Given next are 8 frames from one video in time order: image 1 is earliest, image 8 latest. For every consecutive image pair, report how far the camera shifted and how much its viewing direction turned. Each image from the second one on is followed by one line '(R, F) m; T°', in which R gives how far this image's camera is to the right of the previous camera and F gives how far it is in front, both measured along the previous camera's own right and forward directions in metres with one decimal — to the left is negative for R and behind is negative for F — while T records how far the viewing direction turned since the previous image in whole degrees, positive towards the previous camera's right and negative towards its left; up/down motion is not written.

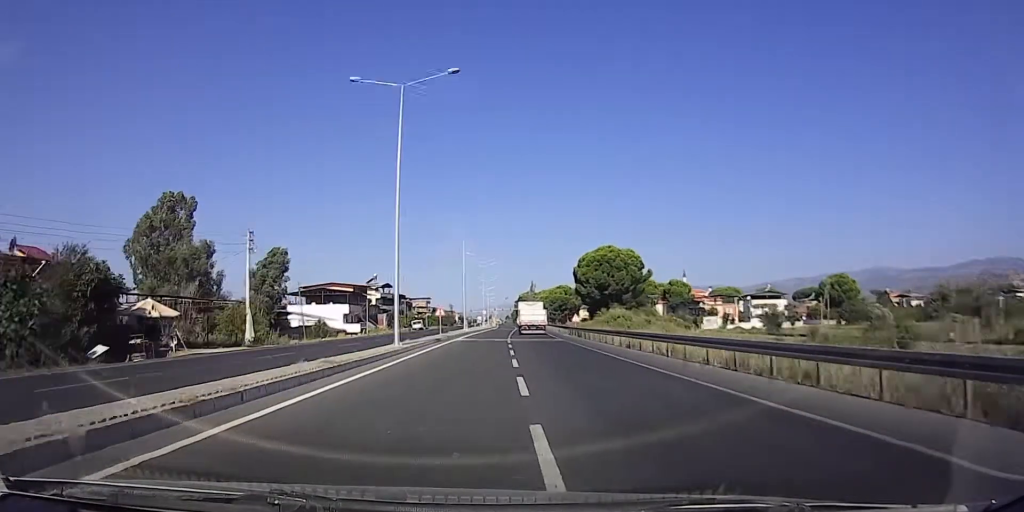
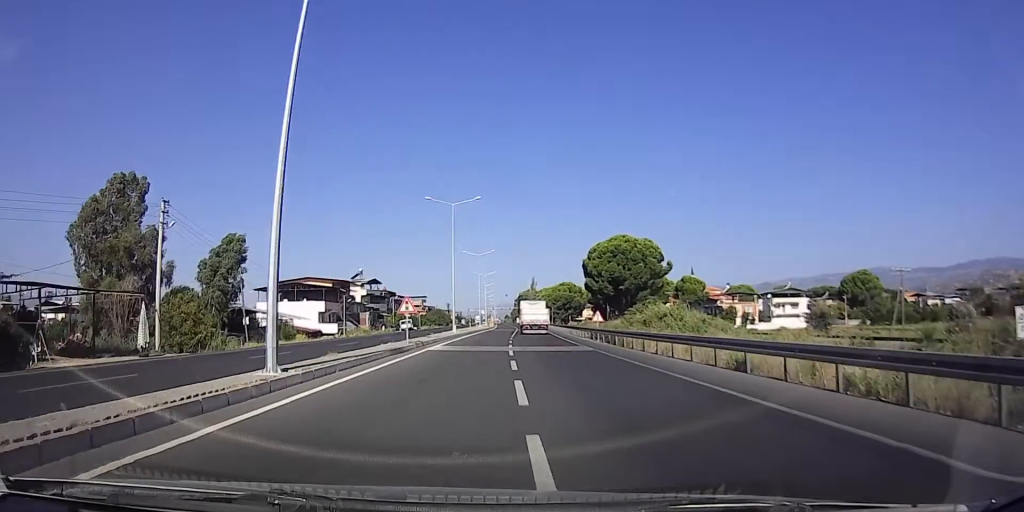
(0.0, +12.1) m; 0°
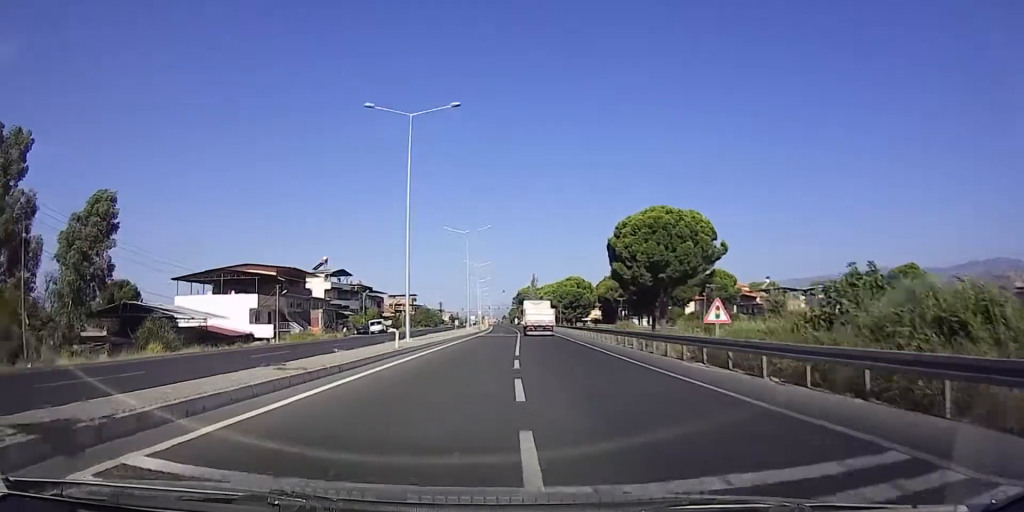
(0.0, +20.7) m; 0°
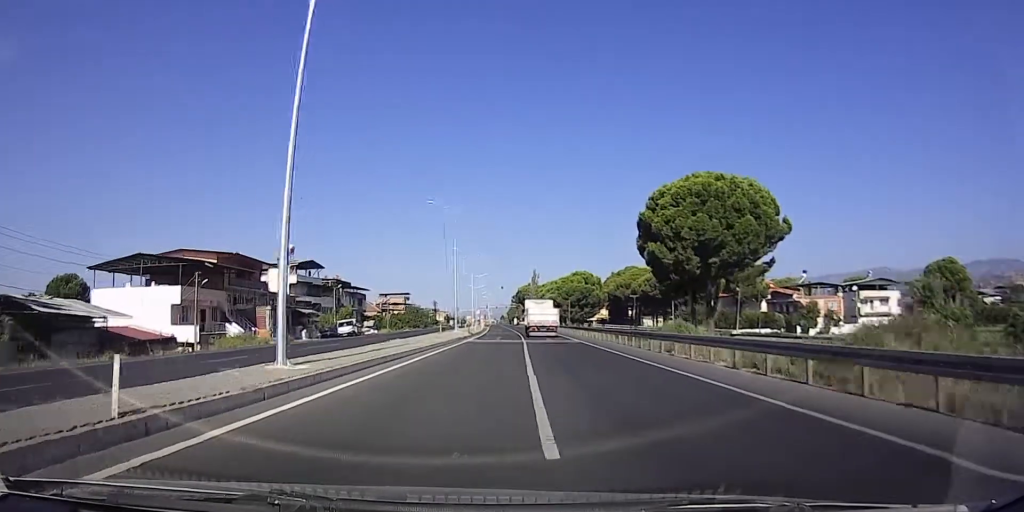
(0.0, +13.7) m; 0°
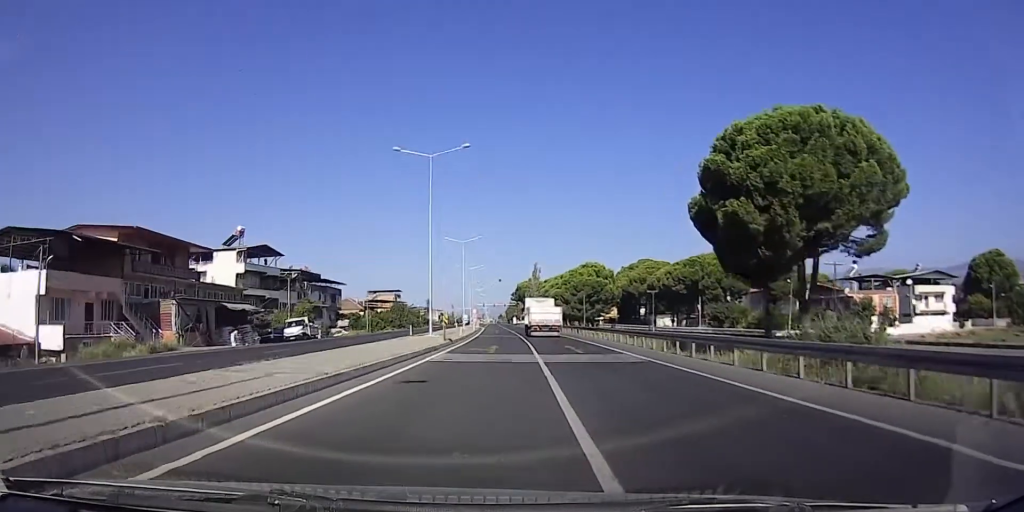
(0.0, +15.1) m; 0°
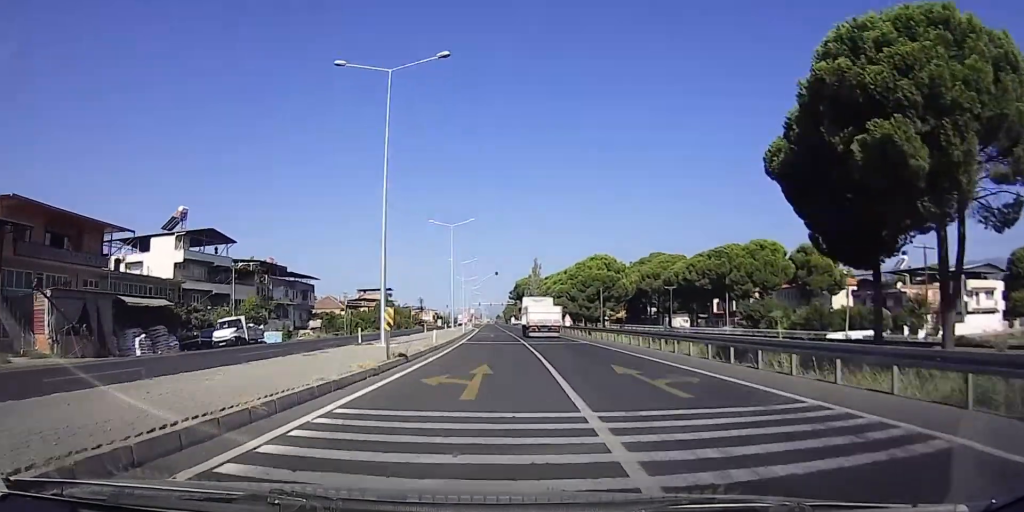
(0.0, +13.6) m; 0°
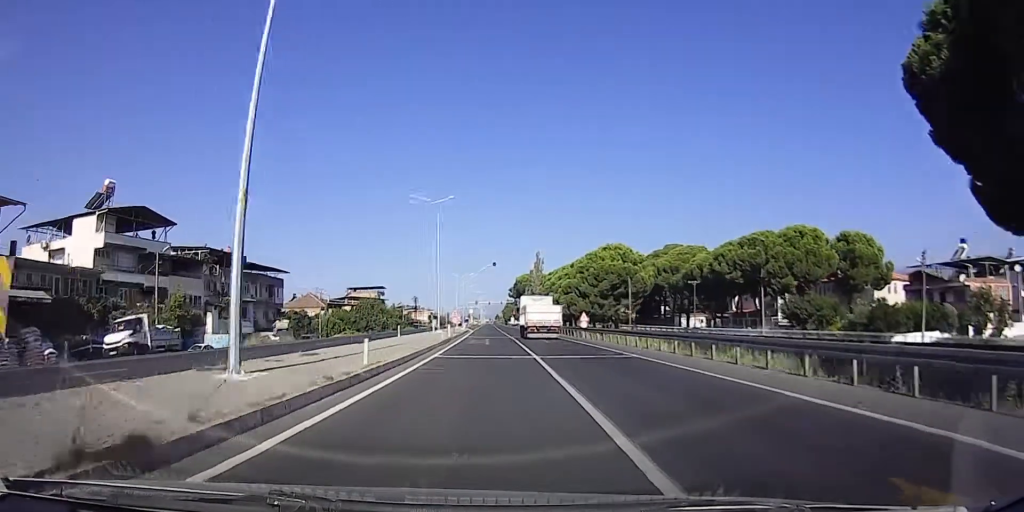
(0.0, +13.6) m; 0°
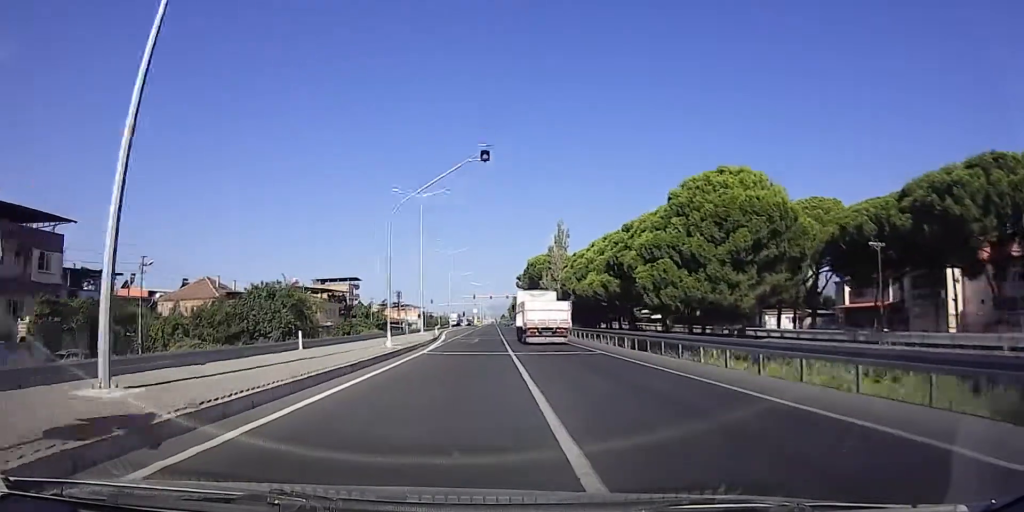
(0.0, +49.3) m; 0°
